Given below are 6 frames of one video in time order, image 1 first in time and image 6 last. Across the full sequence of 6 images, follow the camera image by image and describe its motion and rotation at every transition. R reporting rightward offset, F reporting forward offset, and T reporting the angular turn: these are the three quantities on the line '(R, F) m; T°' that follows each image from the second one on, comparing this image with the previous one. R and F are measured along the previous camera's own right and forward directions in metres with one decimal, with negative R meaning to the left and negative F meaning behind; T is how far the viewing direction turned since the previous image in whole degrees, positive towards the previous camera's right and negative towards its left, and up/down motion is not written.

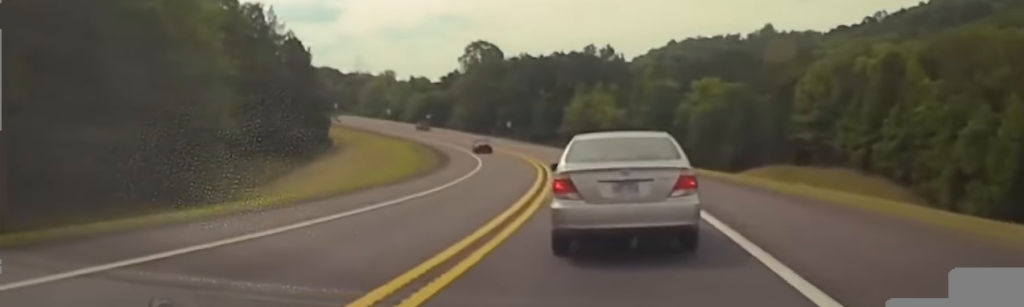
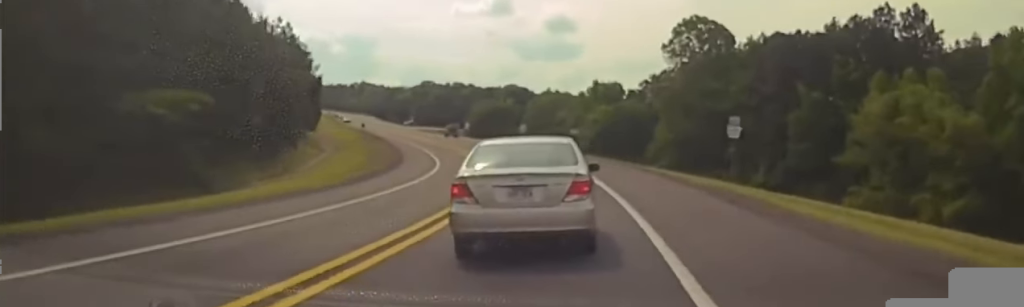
(-14.2, +105.4) m; -17°
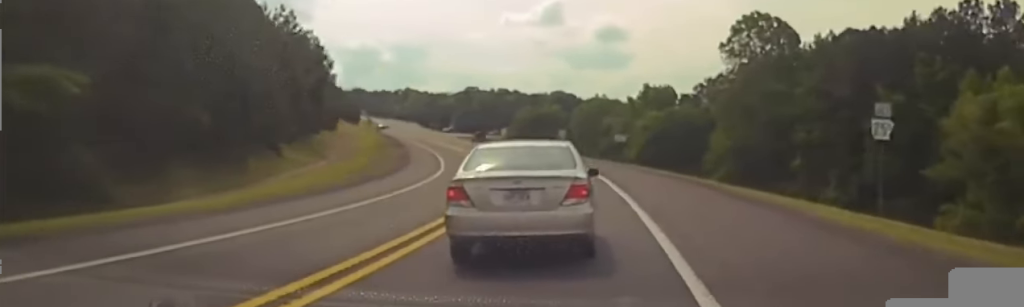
(0.0, +16.0) m; -3°
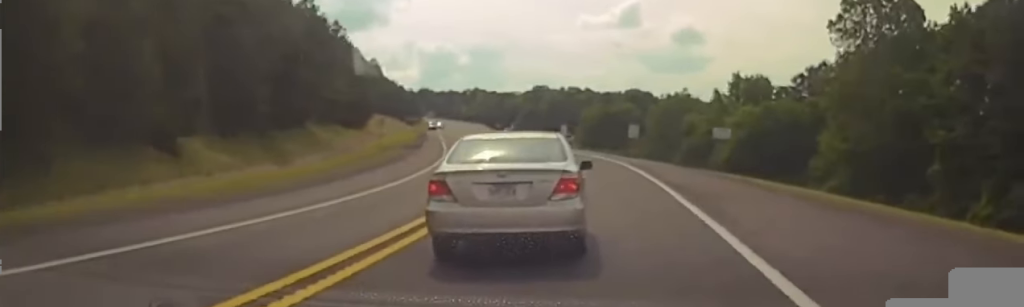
(-2.0, +29.6) m; -5°
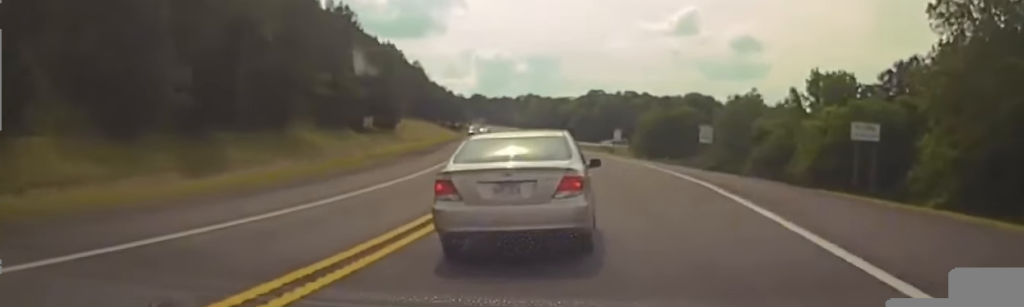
(-0.3, +18.3) m; -1°
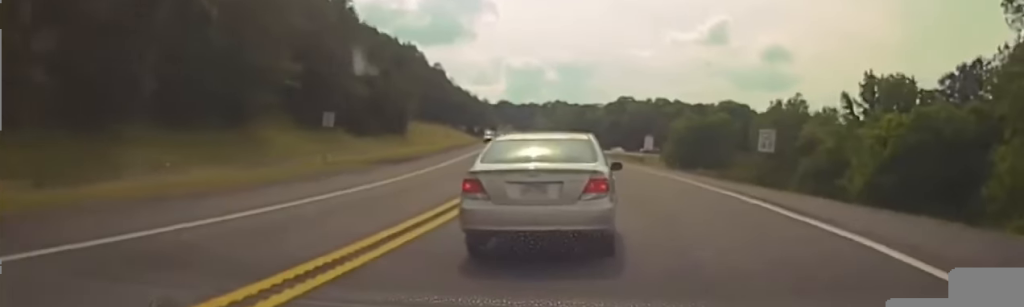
(-0.1, +14.4) m; -1°
